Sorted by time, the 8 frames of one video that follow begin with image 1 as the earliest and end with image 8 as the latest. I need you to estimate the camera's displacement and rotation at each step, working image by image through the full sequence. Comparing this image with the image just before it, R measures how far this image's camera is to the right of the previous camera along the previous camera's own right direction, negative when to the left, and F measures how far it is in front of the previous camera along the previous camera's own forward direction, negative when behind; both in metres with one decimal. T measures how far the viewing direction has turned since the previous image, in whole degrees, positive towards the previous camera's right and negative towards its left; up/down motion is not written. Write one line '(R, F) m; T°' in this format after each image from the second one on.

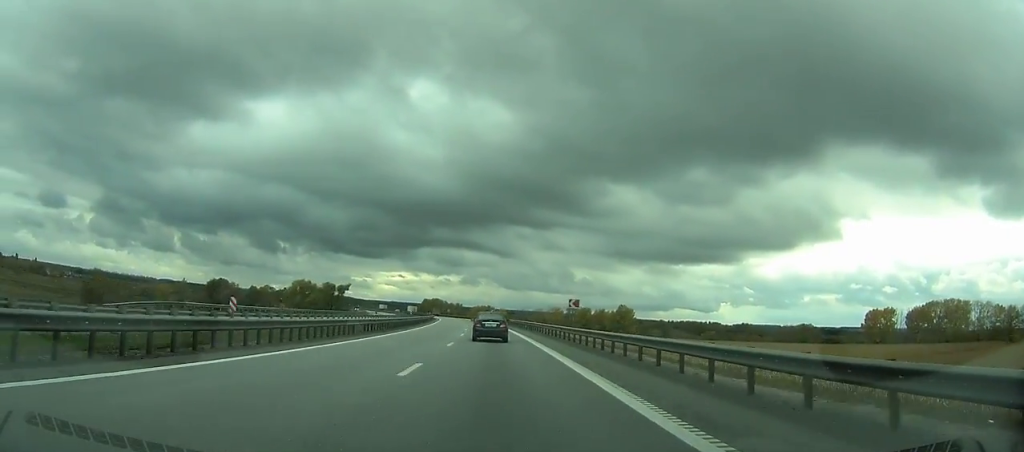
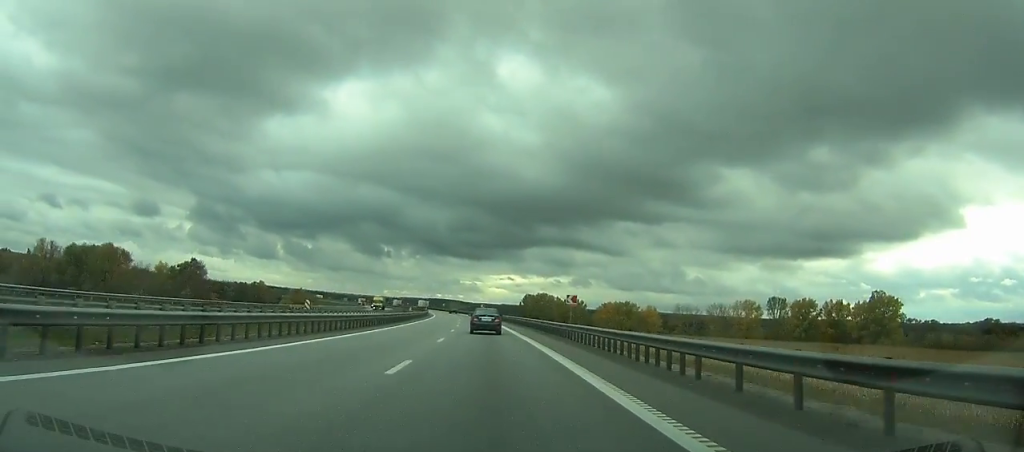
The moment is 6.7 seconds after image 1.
(-16.1, +190.9) m; -10°
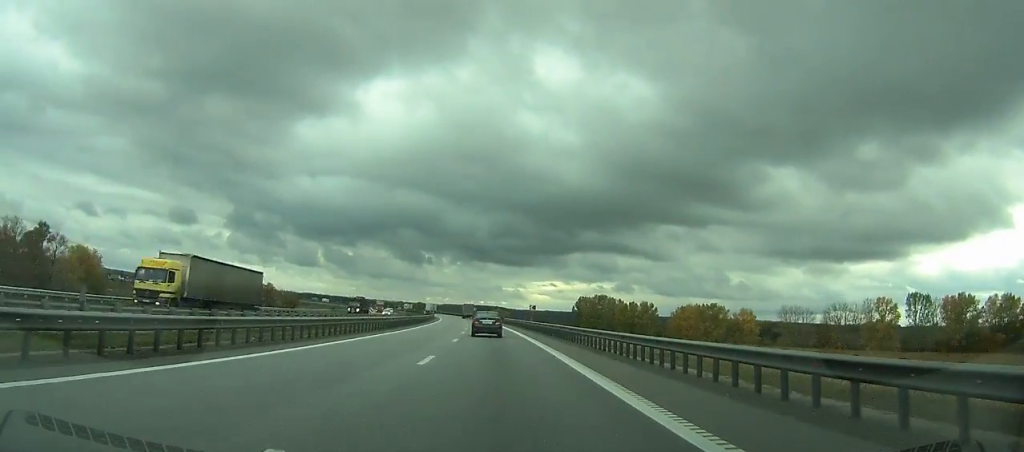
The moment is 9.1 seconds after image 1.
(-3.3, +70.3) m; -4°
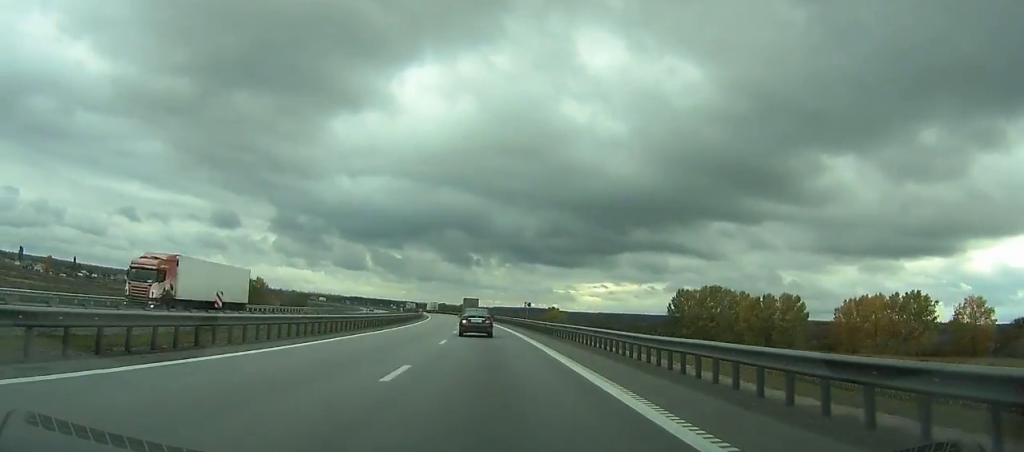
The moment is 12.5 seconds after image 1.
(-4.5, +99.8) m; -8°
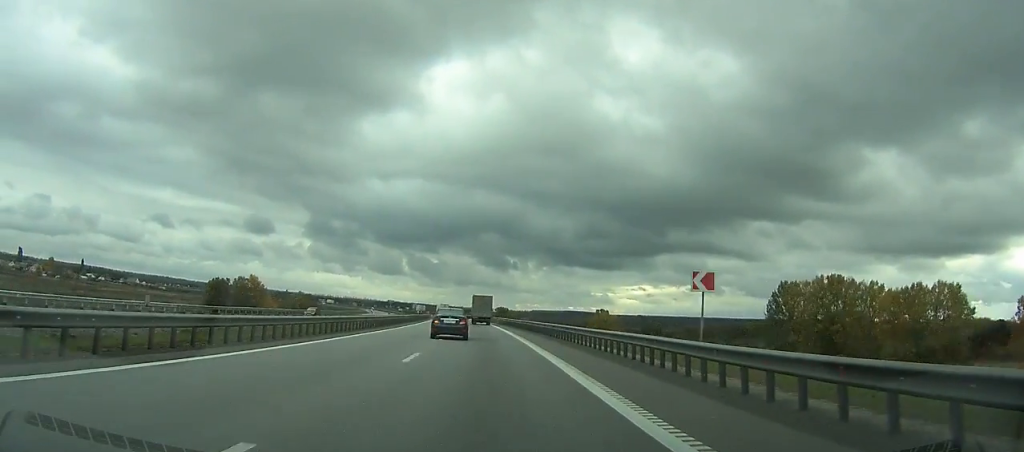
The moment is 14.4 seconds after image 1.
(-4.4, +55.3) m; -4°
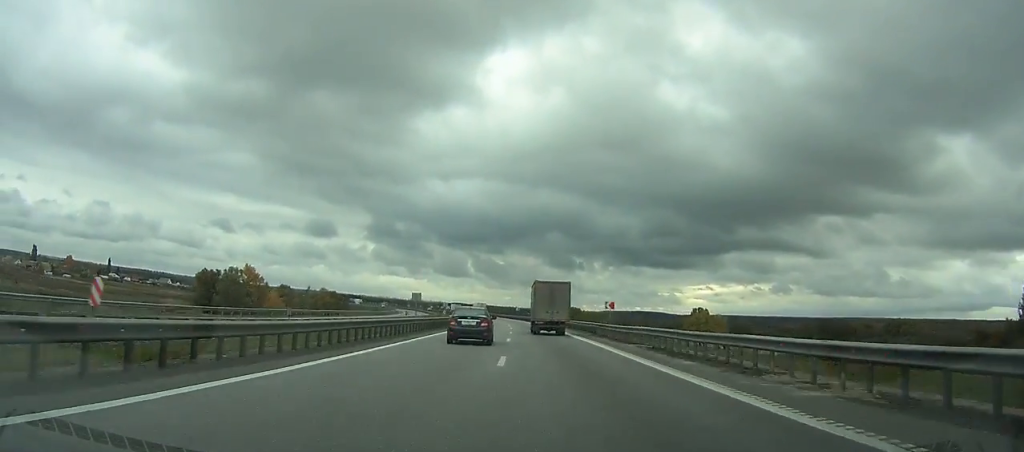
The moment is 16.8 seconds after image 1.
(-3.2, +69.9) m; -3°
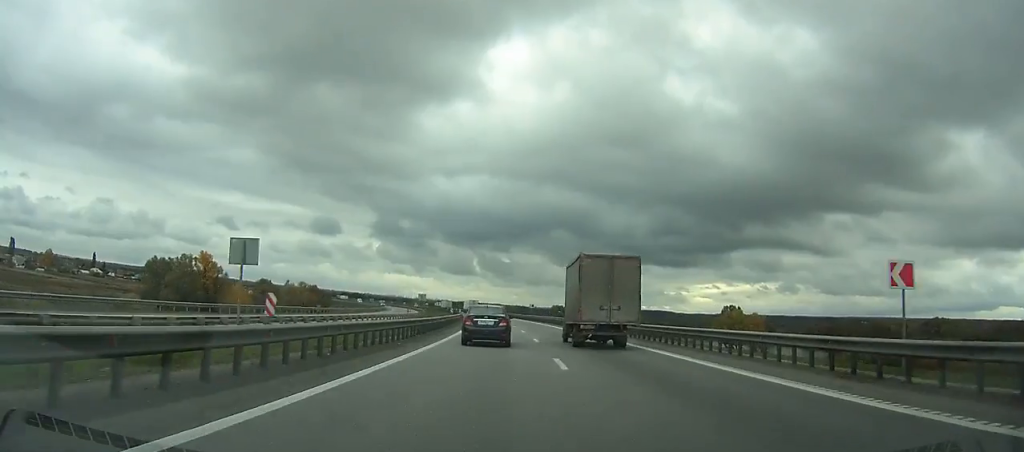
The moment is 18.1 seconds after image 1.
(0.0, +37.7) m; 0°
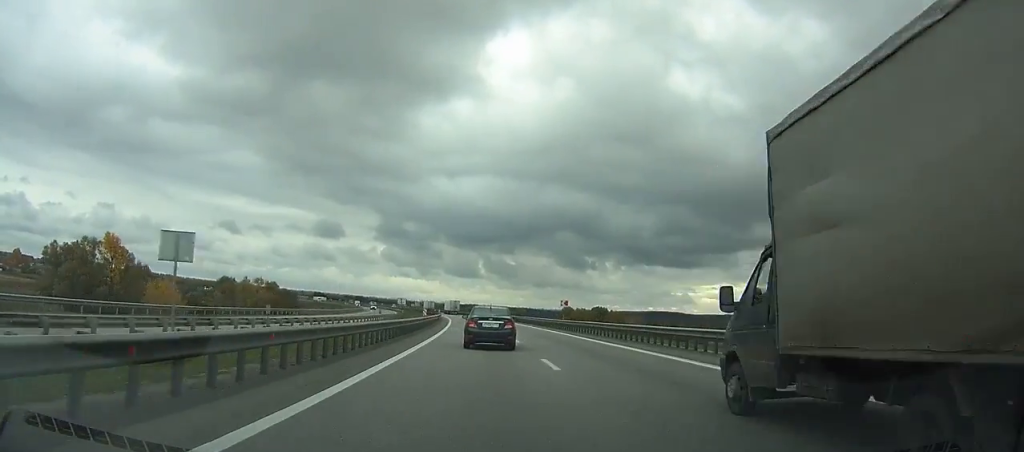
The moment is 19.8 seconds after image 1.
(0.0, +49.1) m; -1°
